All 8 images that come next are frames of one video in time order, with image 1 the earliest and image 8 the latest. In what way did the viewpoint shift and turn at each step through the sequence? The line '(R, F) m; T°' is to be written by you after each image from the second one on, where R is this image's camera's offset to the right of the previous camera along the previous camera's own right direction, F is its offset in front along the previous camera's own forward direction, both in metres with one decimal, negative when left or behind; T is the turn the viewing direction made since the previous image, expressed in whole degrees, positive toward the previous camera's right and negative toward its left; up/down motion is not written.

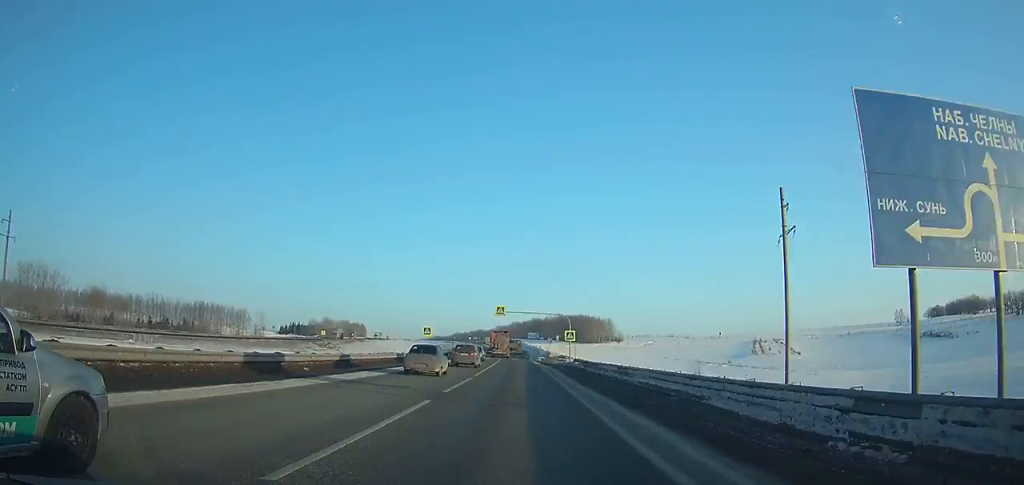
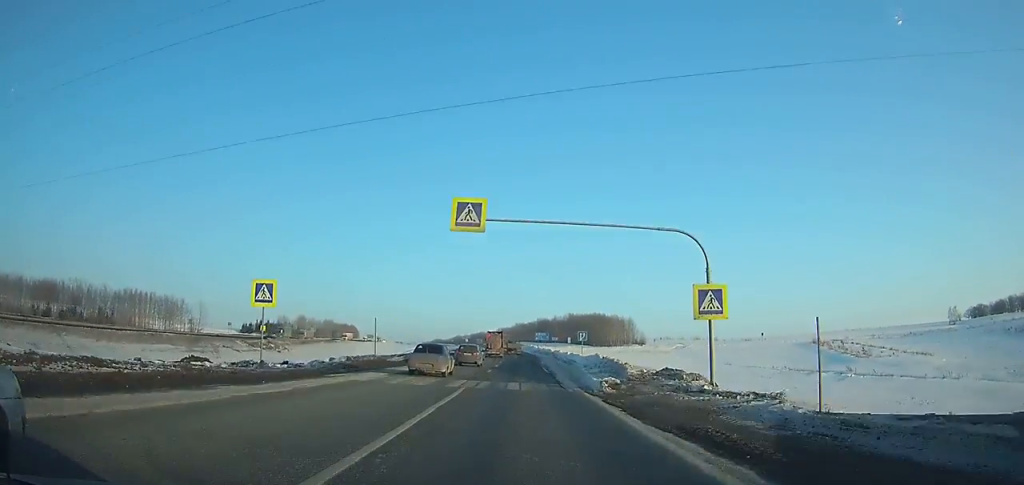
(-0.3, +49.3) m; -1°
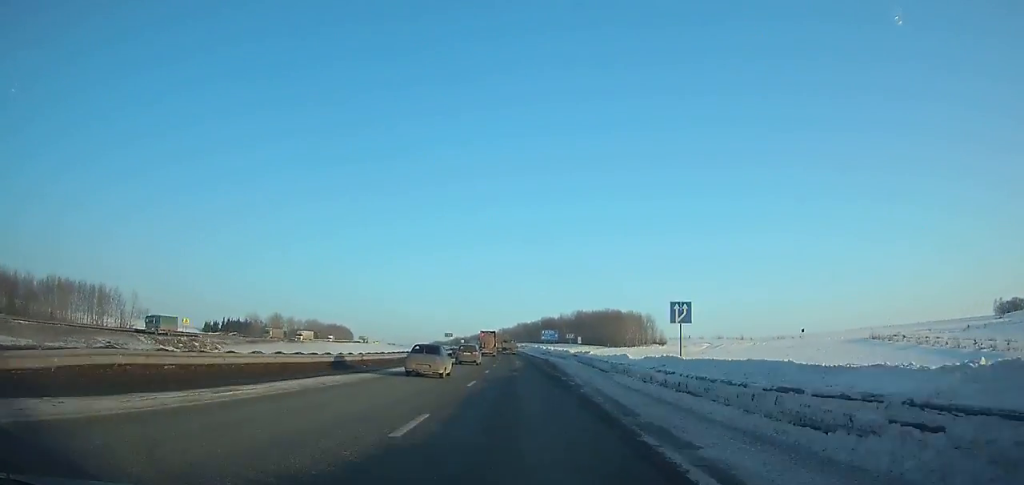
(+0.1, +36.3) m; 0°
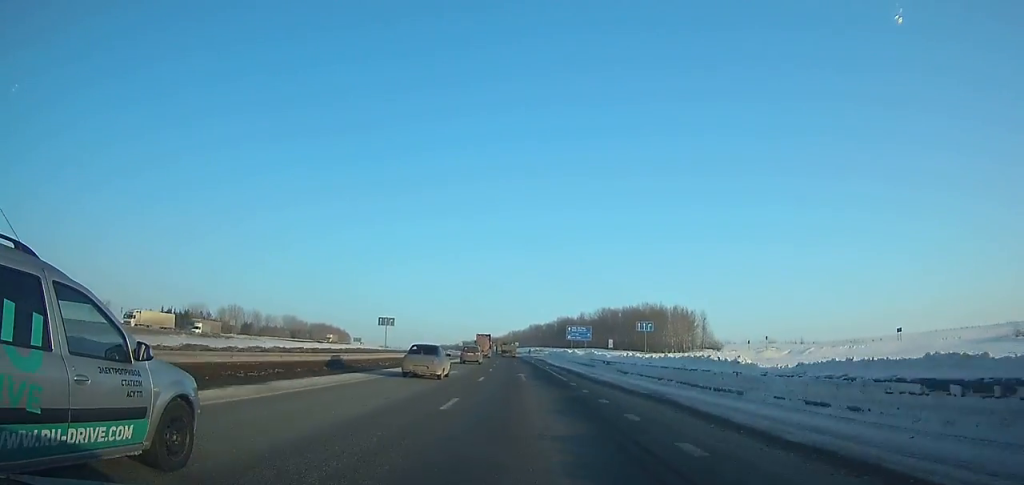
(-0.7, +55.4) m; -1°
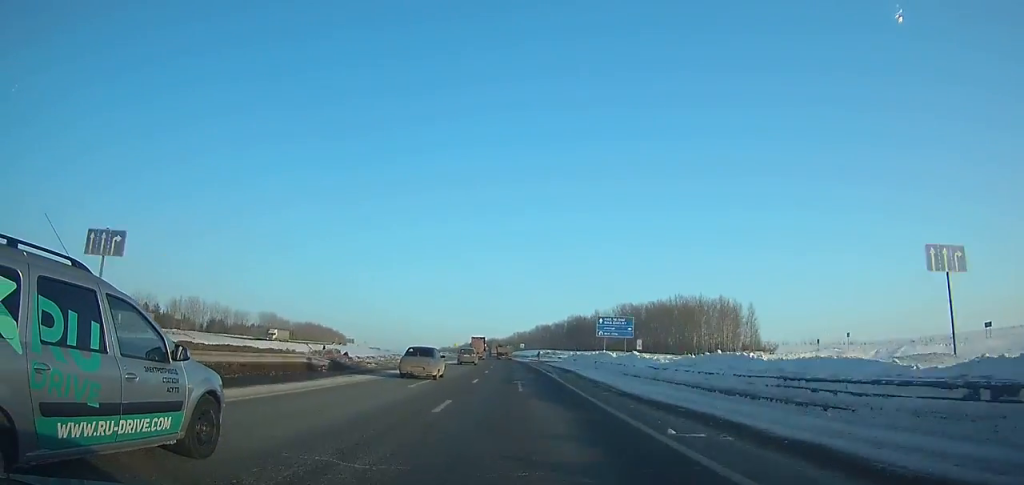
(-0.3, +36.3) m; -1°
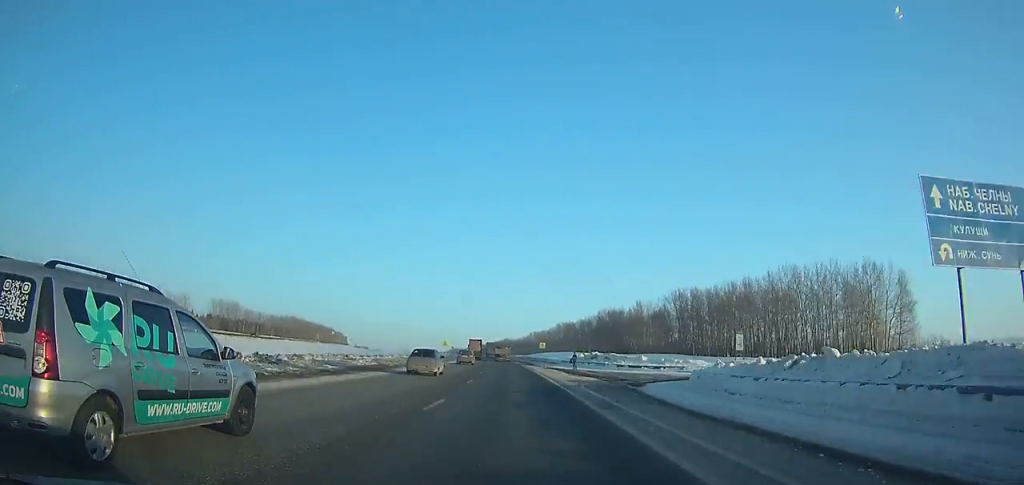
(-0.7, +60.1) m; -2°
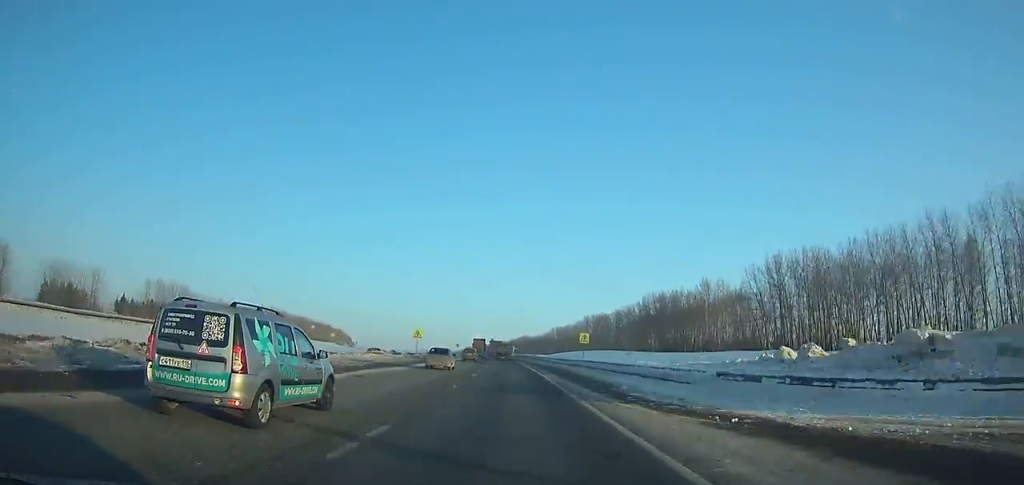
(-0.8, +54.2) m; -2°
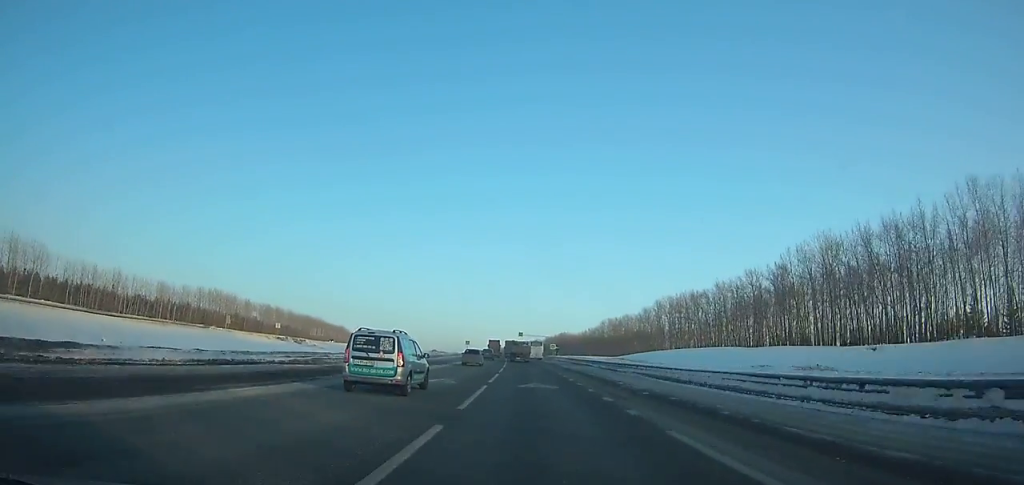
(-1.8, +81.4) m; -2°
